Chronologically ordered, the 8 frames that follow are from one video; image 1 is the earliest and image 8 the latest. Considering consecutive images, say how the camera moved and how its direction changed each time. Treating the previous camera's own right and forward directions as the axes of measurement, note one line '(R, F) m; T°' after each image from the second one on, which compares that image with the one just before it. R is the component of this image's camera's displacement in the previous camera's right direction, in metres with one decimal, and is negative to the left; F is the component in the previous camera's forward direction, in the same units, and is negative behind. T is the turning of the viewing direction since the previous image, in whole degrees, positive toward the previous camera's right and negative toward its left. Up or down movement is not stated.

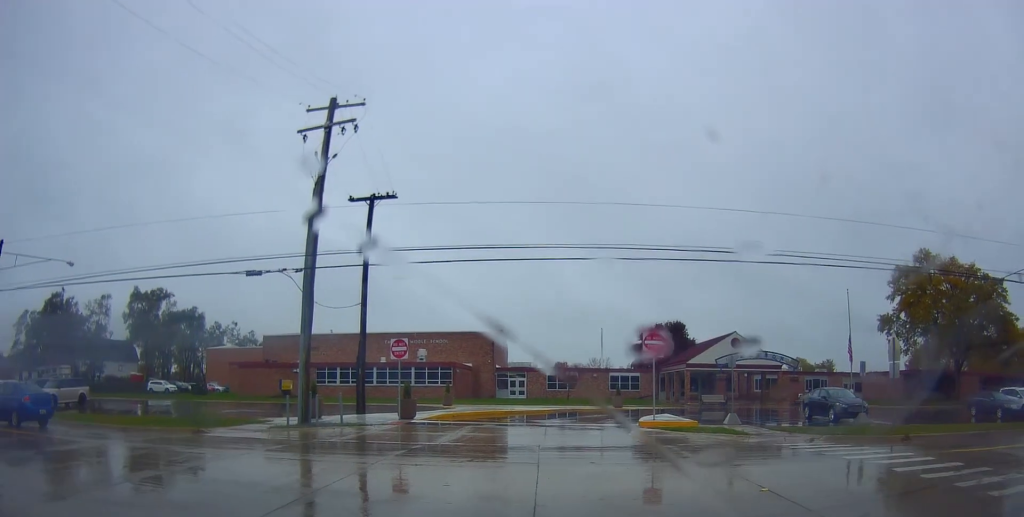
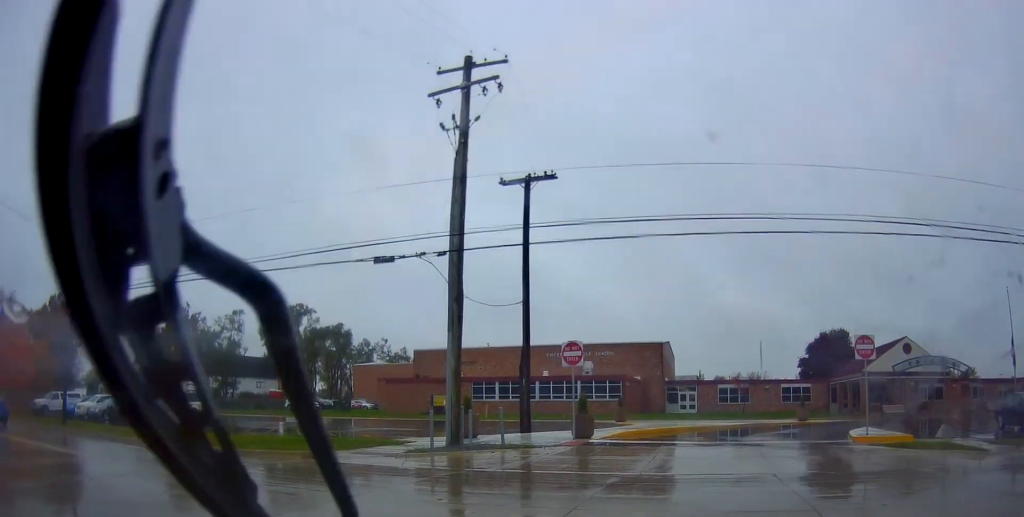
(+0.1, +3.1) m; +1°
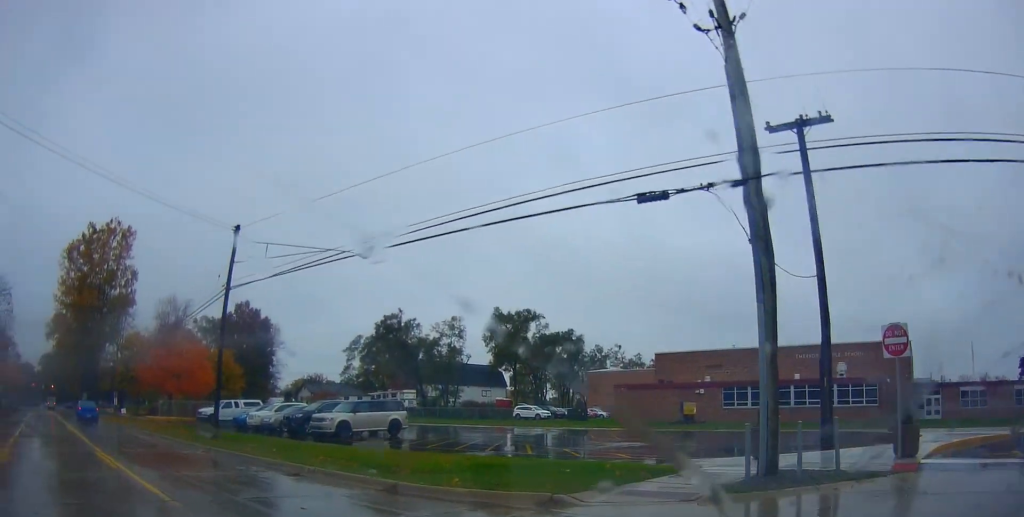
(-0.5, +4.6) m; -17°
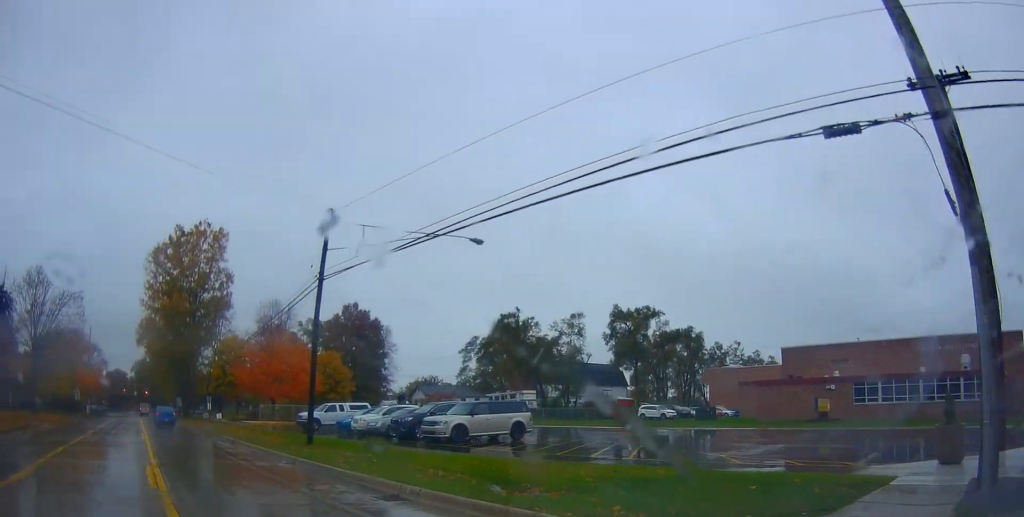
(-0.3, +2.6) m; -10°
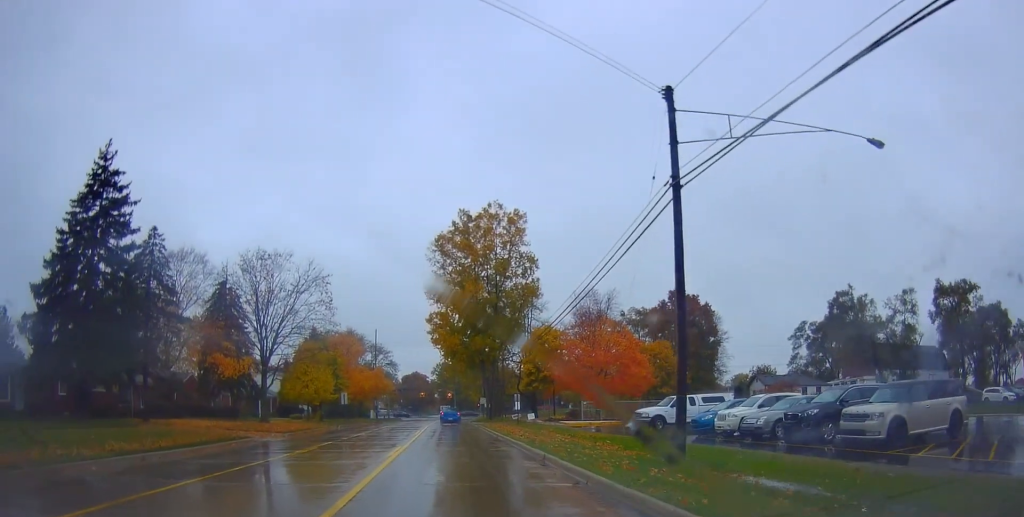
(-2.2, +7.8) m; -34°
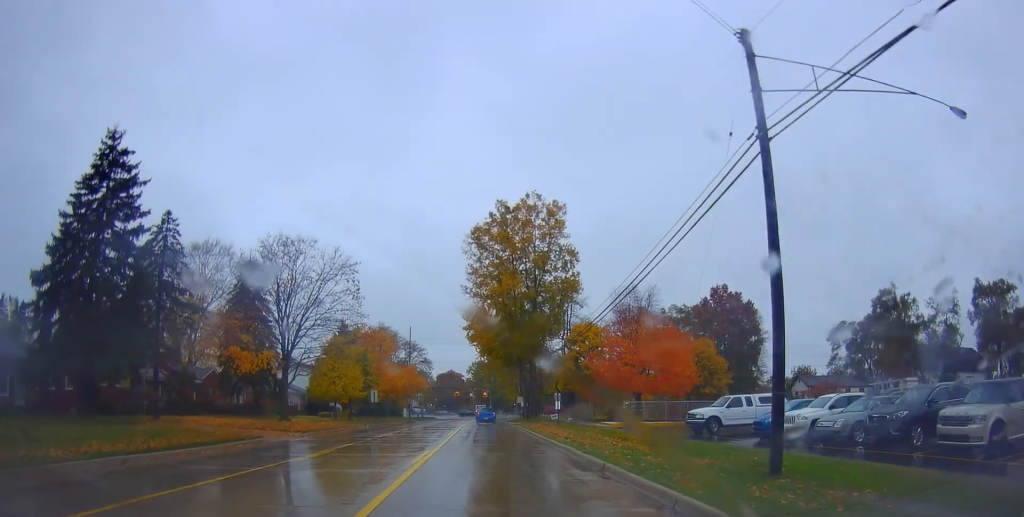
(-0.1, +2.3) m; -8°
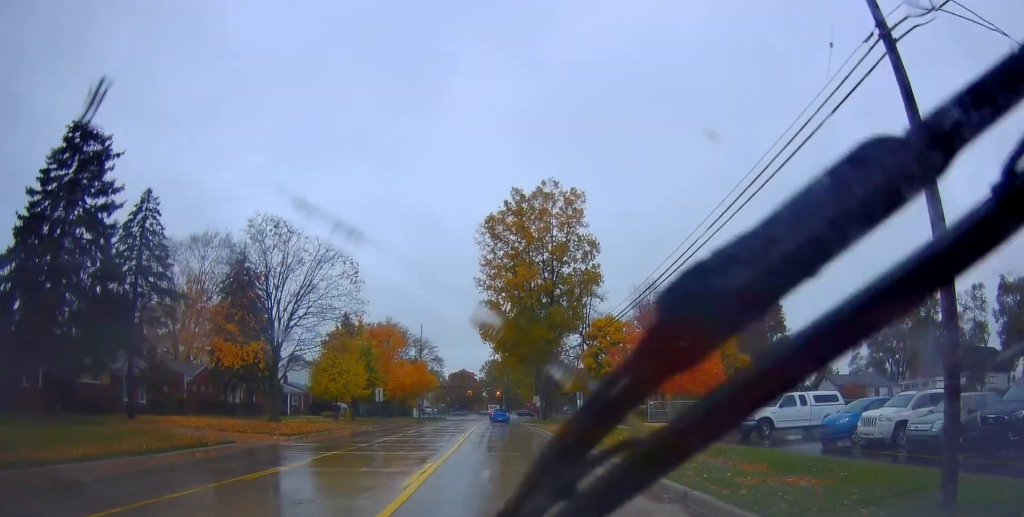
(-0.3, +3.7) m; -3°
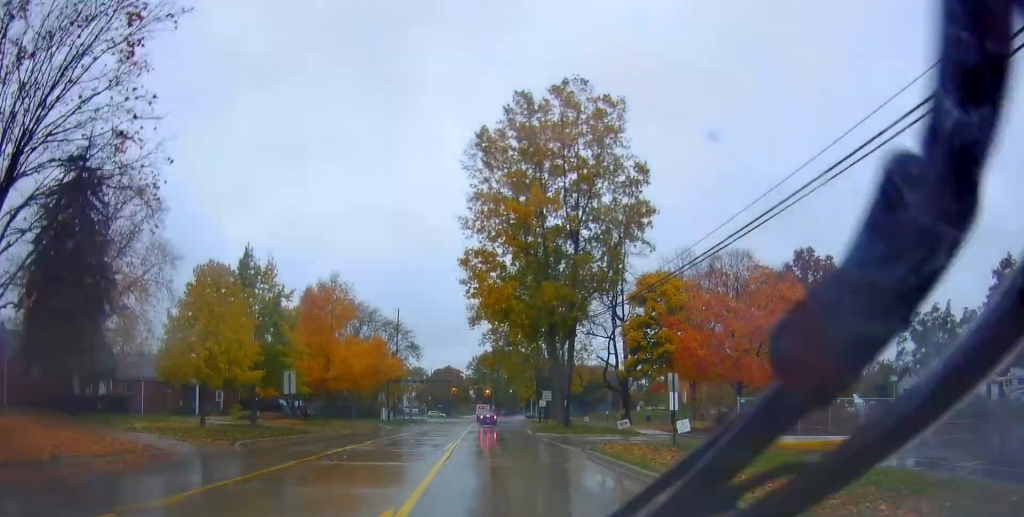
(-0.5, +19.3) m; +2°
